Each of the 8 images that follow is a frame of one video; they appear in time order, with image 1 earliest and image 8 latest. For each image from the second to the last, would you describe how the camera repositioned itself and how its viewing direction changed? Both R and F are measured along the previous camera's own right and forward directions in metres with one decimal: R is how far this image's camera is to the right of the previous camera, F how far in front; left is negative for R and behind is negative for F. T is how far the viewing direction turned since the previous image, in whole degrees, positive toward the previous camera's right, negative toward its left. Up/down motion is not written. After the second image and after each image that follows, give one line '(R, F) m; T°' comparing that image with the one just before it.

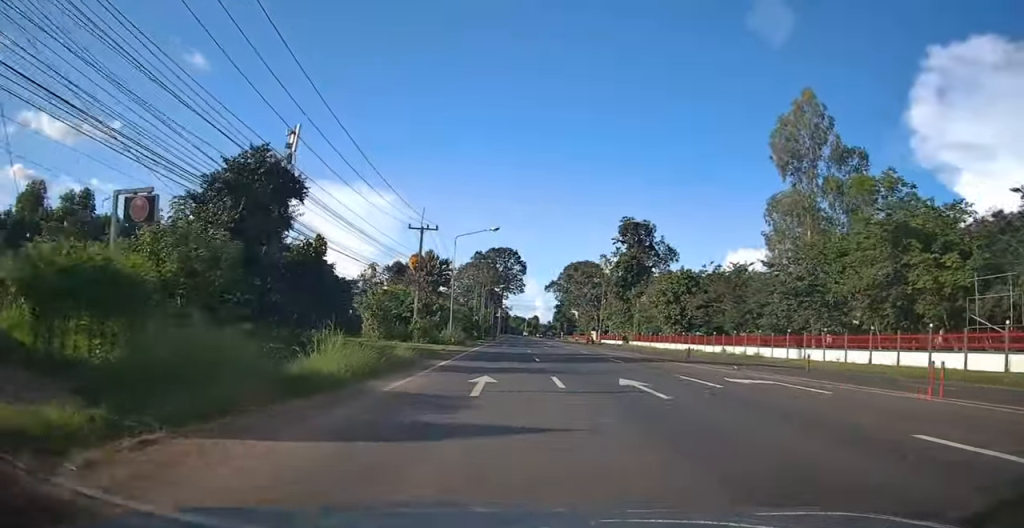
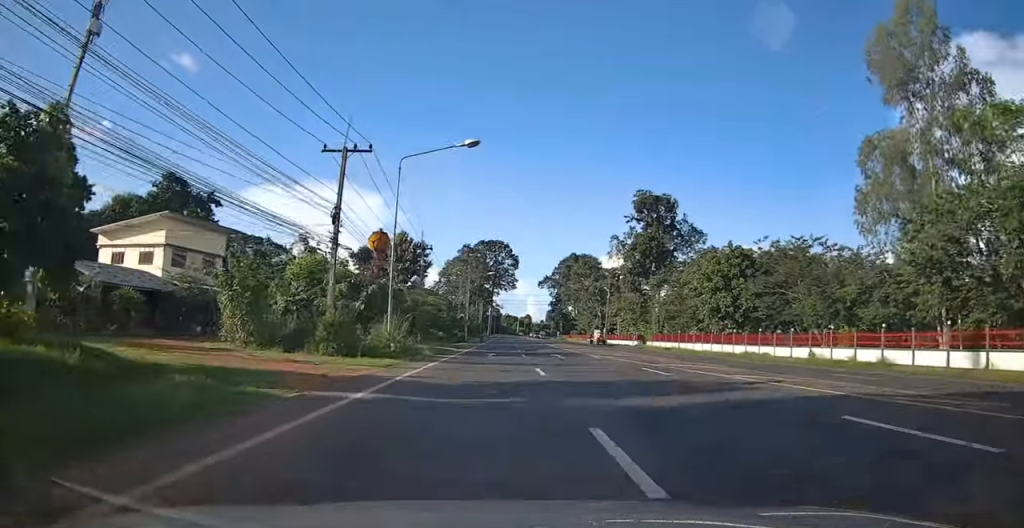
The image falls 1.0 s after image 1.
(0.0, +23.0) m; 0°
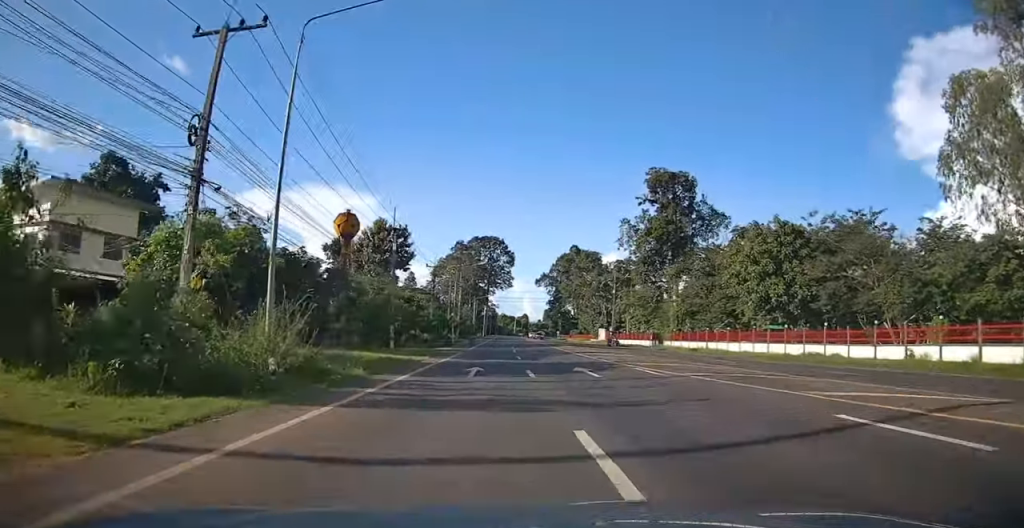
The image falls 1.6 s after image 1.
(0.0, +12.9) m; 0°
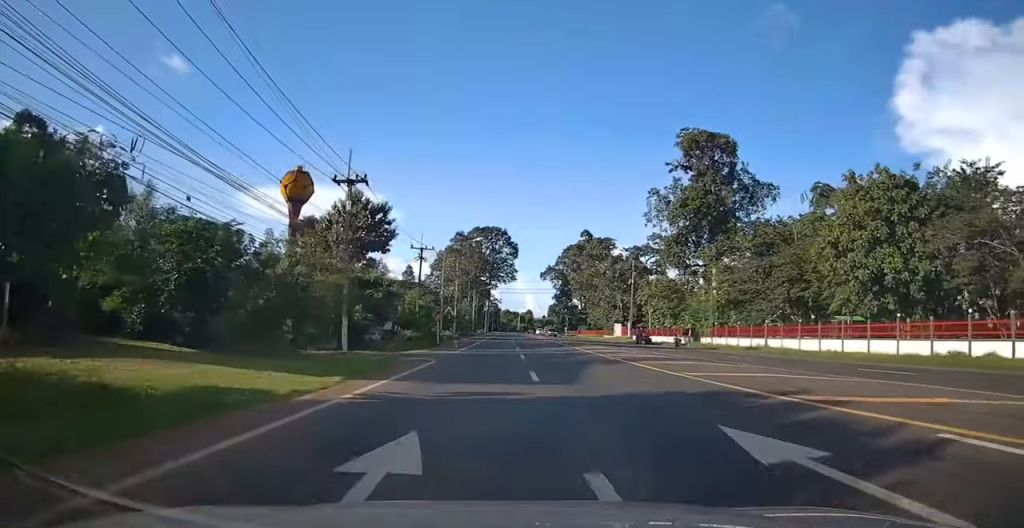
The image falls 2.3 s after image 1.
(0.0, +15.2) m; 0°
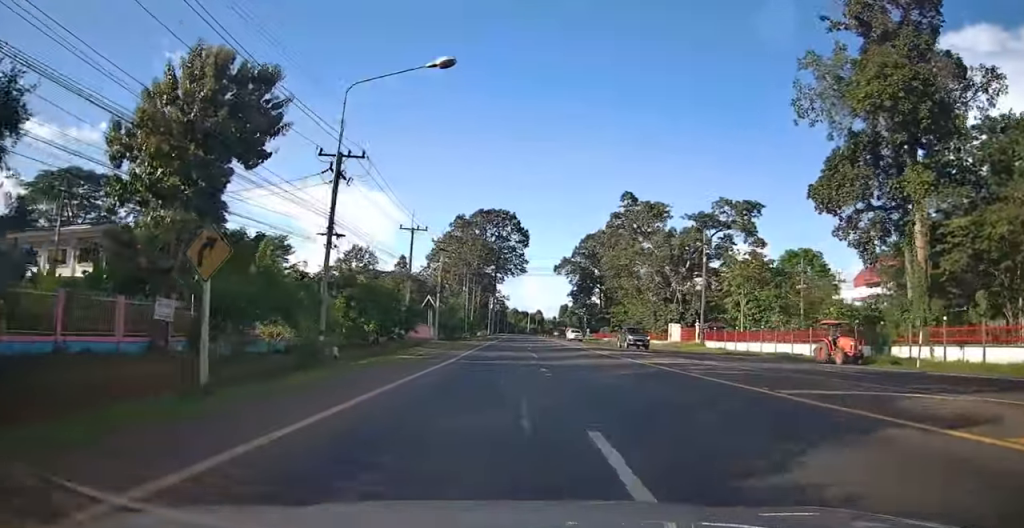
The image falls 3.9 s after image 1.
(0.0, +35.2) m; 0°
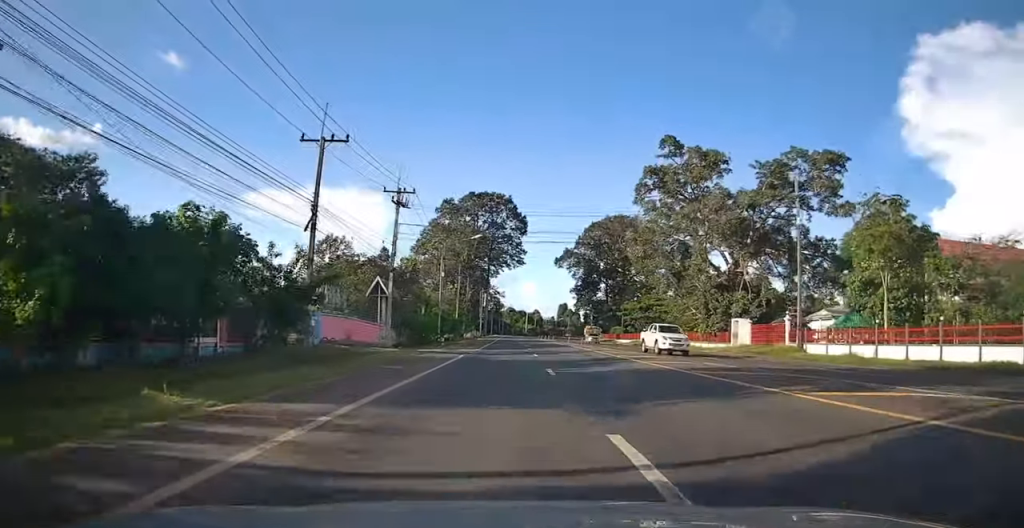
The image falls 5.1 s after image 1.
(+0.1, +24.8) m; 0°
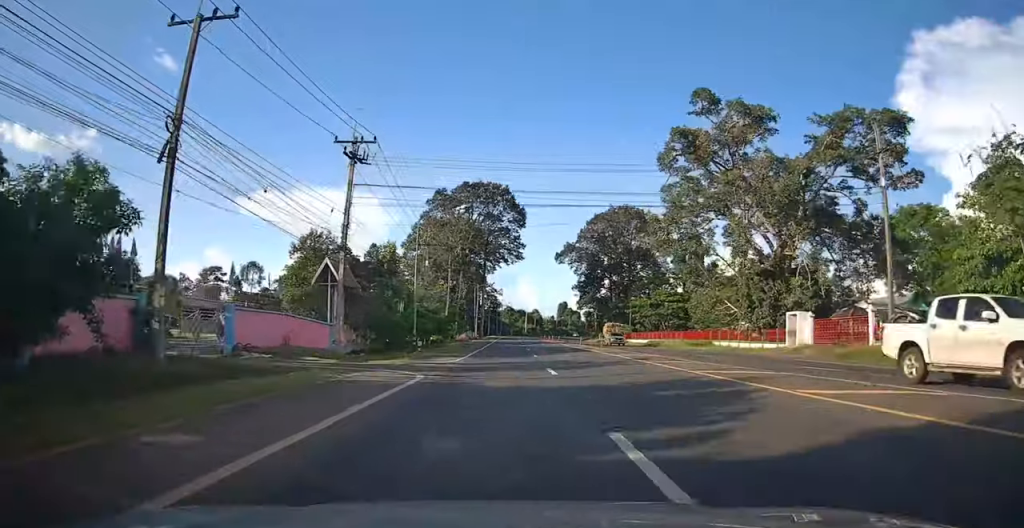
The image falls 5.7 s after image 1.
(0.0, +12.0) m; -1°
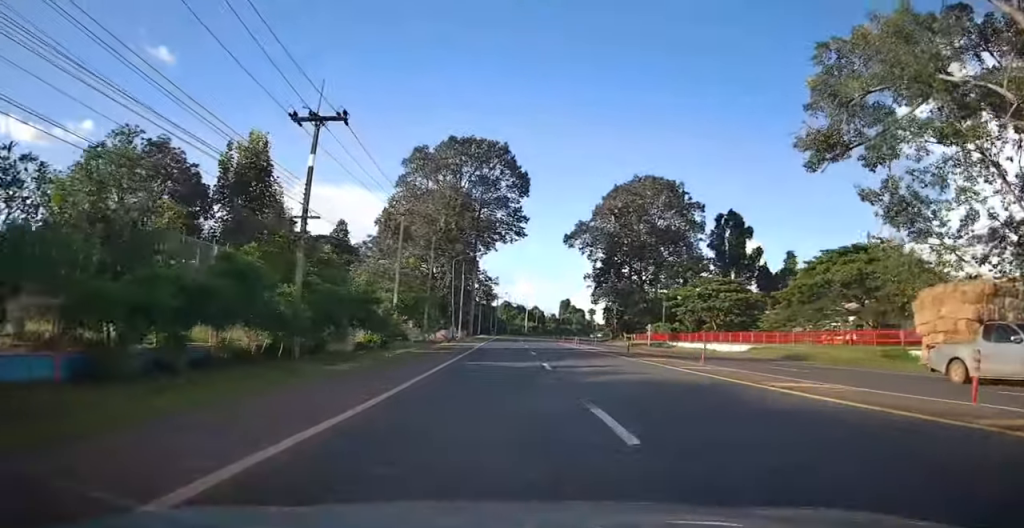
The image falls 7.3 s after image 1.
(-0.6, +33.9) m; -1°
